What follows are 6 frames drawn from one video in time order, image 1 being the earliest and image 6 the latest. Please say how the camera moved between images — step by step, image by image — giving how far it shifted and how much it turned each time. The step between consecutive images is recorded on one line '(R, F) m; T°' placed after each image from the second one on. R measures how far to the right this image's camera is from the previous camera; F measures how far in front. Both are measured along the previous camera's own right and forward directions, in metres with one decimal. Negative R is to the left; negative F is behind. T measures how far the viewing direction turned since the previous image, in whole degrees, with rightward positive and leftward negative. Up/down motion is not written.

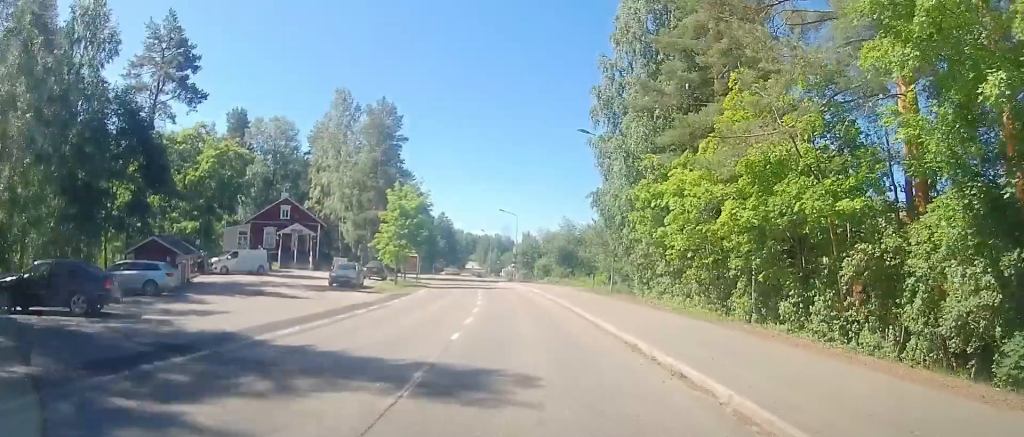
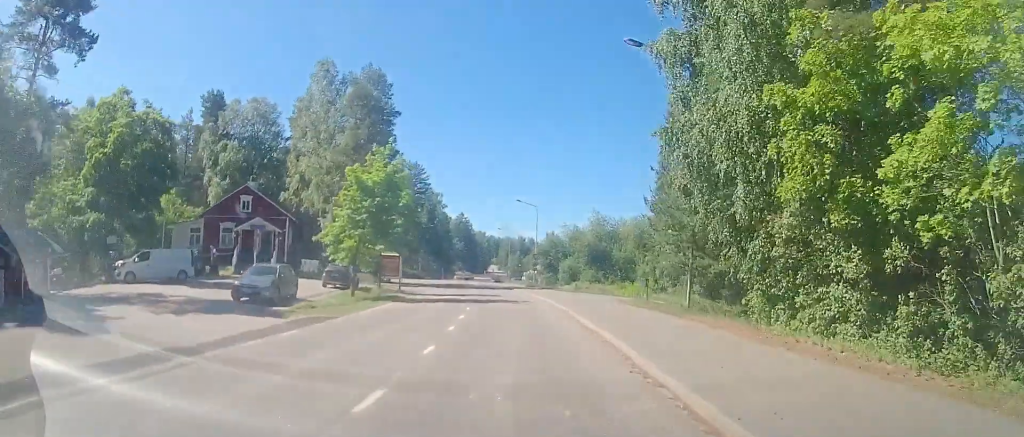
(-0.7, +13.3) m; -5°
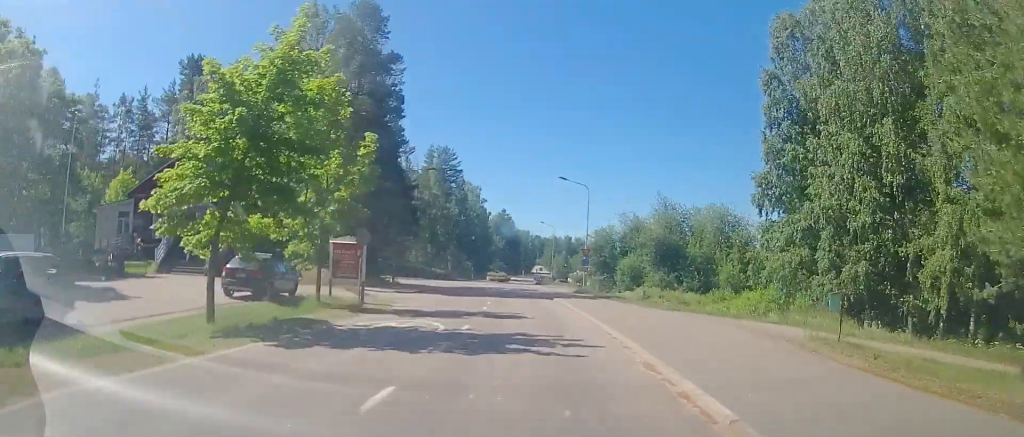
(-0.4, +15.2) m; -6°
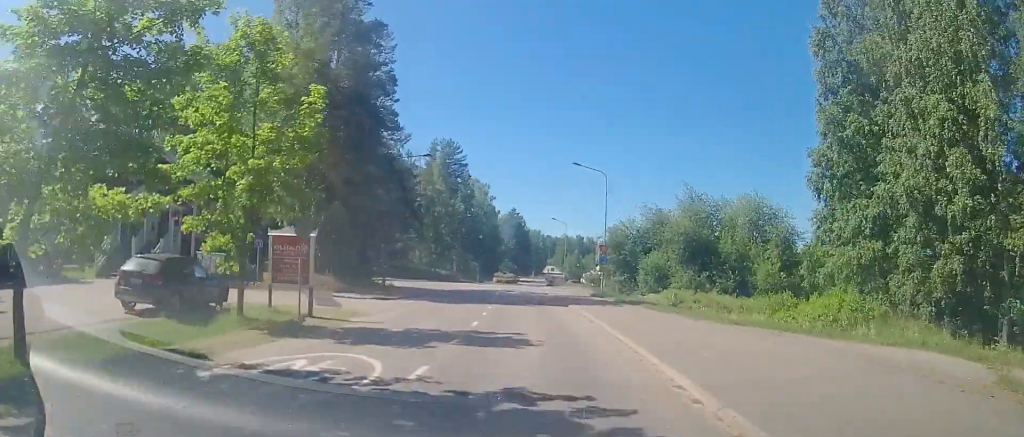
(-0.2, +6.3) m; -3°
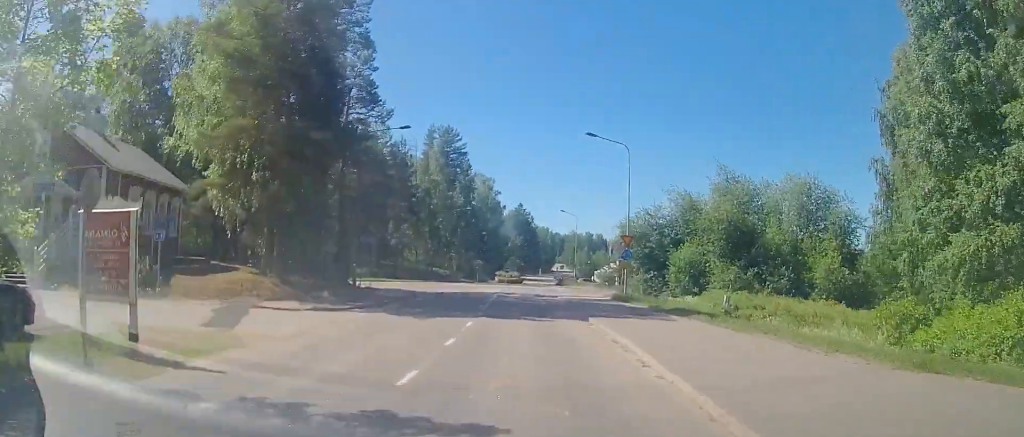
(-0.3, +8.5) m; -2°
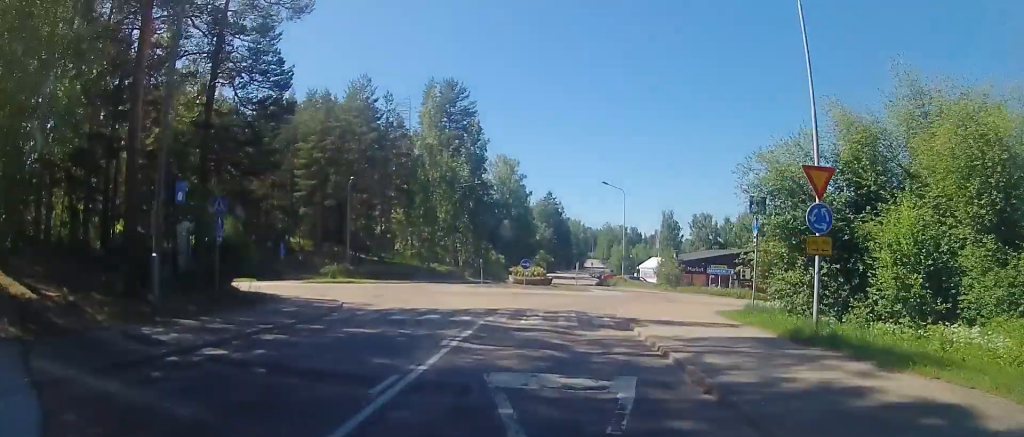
(-0.1, +21.6) m; -1°
